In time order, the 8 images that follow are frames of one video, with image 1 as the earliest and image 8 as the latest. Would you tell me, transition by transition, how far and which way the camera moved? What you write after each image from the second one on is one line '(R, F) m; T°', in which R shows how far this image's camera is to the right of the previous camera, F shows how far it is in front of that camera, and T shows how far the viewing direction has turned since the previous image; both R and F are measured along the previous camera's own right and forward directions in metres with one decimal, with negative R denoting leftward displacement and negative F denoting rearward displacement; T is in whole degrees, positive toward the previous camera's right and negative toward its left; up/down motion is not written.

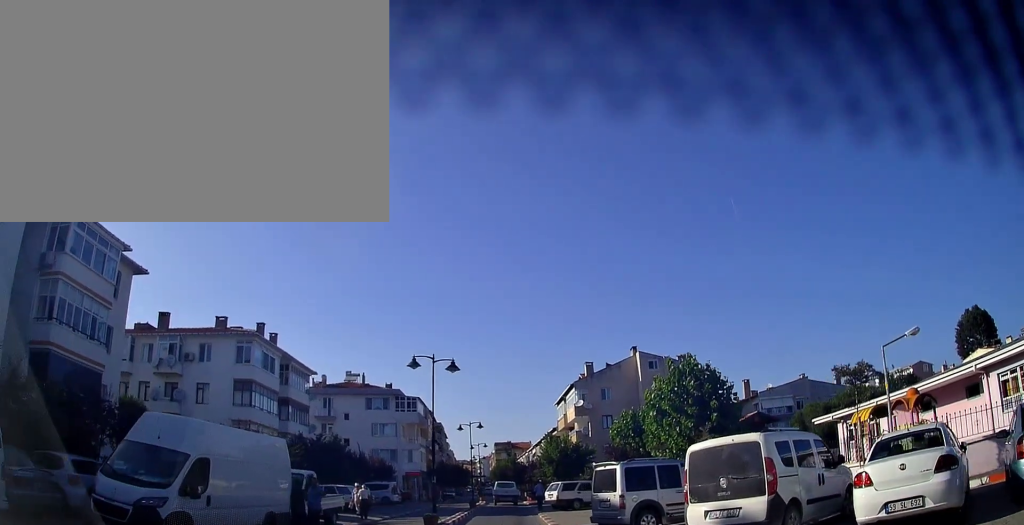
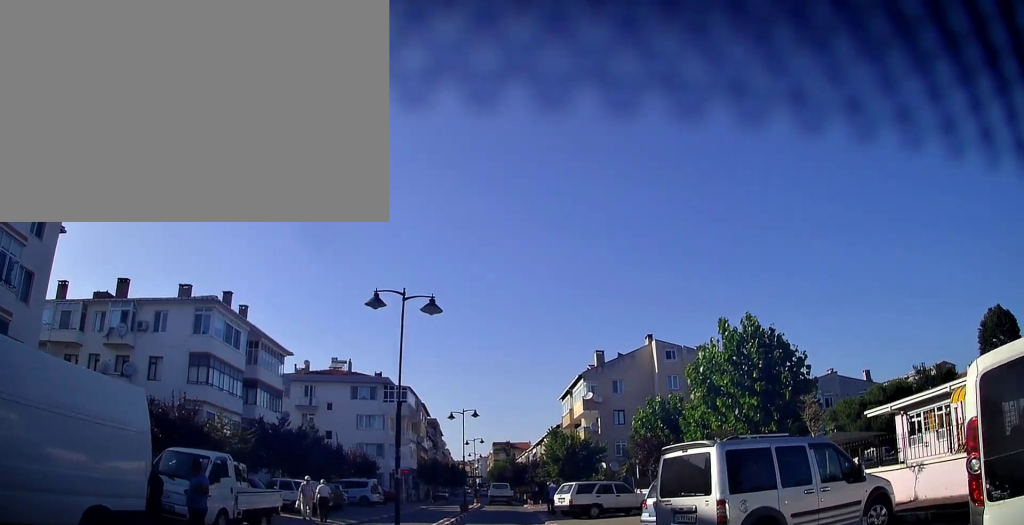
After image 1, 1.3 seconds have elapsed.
(-0.2, +6.7) m; -2°
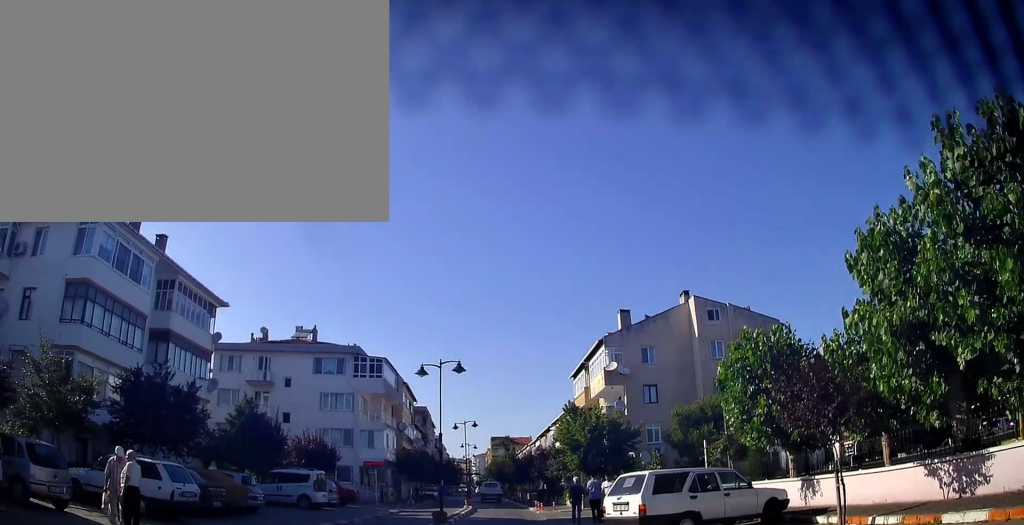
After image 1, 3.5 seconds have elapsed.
(+0.1, +12.3) m; +1°
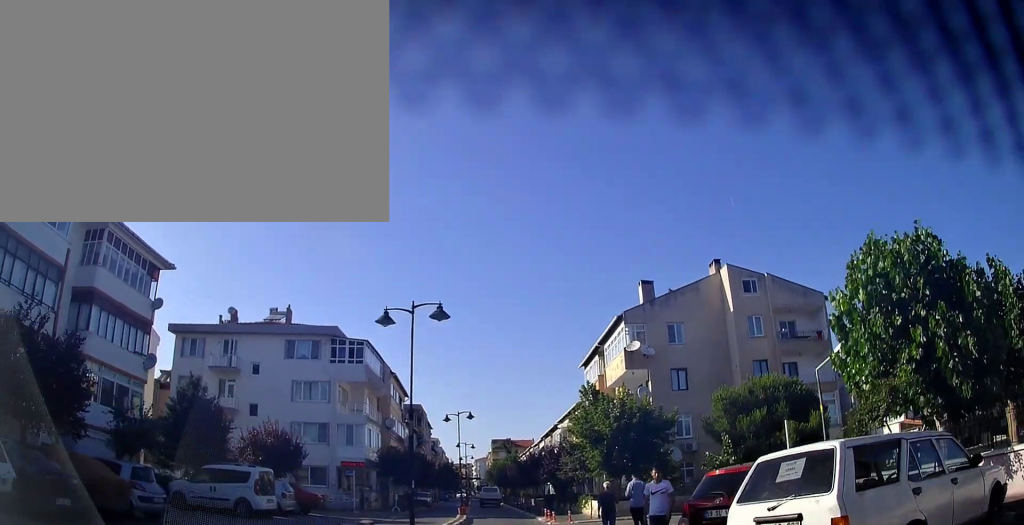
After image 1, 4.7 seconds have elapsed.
(0.0, +7.2) m; -1°
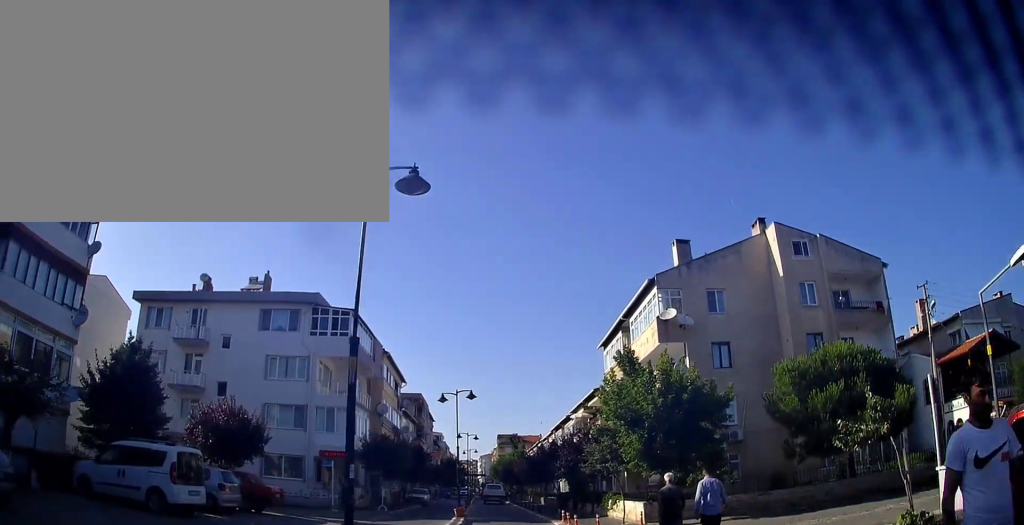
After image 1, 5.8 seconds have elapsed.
(-0.1, +6.3) m; -1°
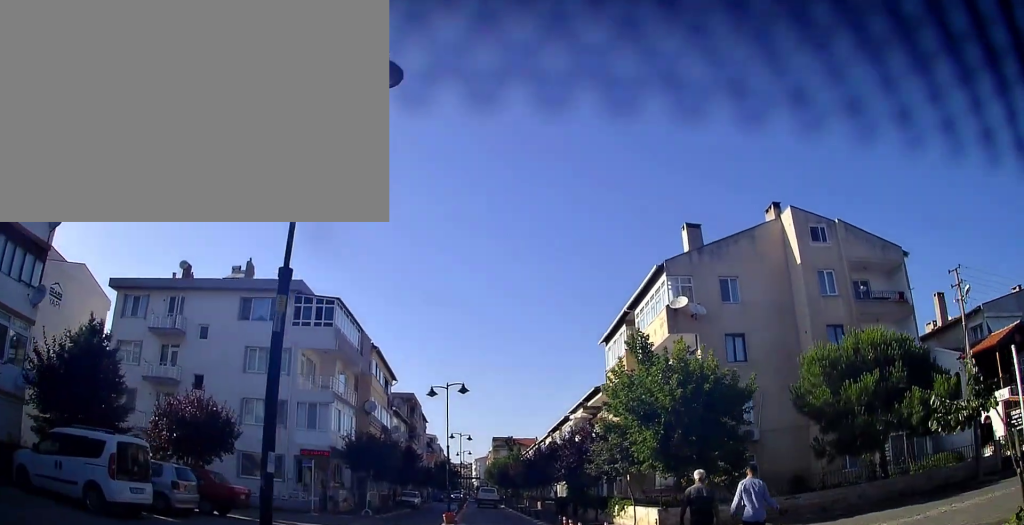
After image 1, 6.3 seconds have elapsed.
(0.0, +2.7) m; 0°
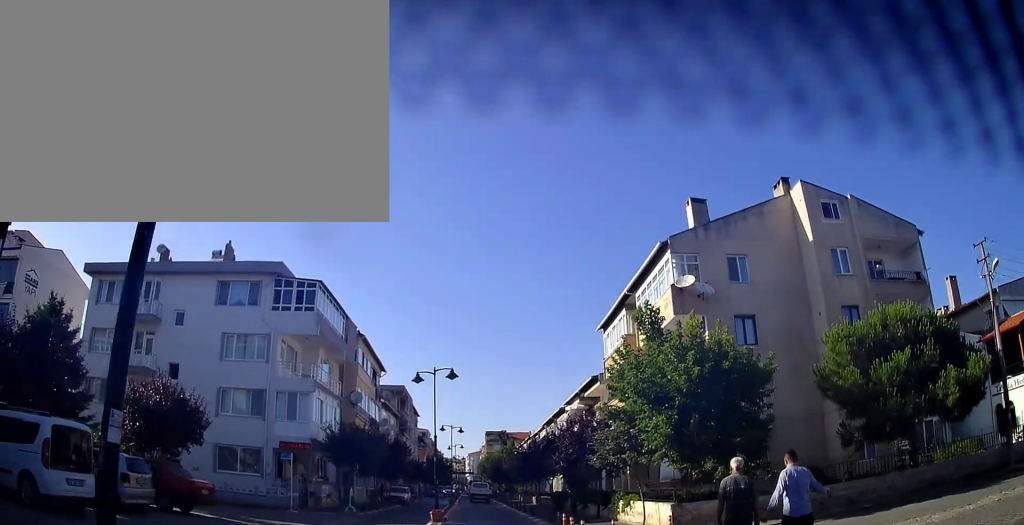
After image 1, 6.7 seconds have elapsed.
(0.0, +2.2) m; +1°
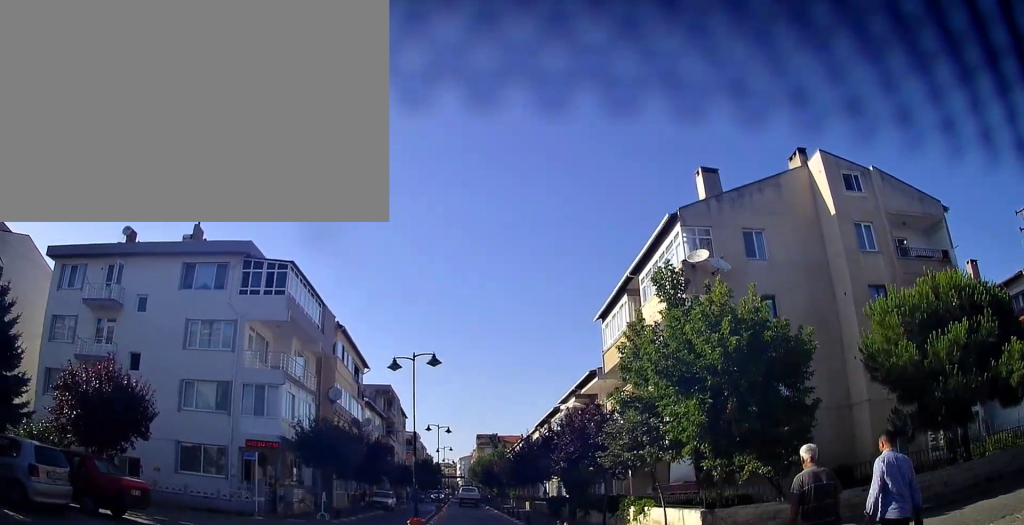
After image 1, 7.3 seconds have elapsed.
(0.0, +3.3) m; +1°
